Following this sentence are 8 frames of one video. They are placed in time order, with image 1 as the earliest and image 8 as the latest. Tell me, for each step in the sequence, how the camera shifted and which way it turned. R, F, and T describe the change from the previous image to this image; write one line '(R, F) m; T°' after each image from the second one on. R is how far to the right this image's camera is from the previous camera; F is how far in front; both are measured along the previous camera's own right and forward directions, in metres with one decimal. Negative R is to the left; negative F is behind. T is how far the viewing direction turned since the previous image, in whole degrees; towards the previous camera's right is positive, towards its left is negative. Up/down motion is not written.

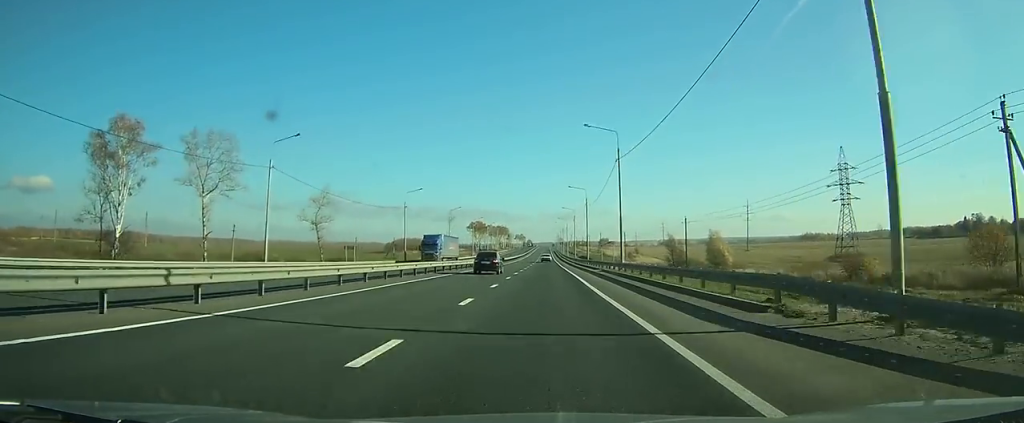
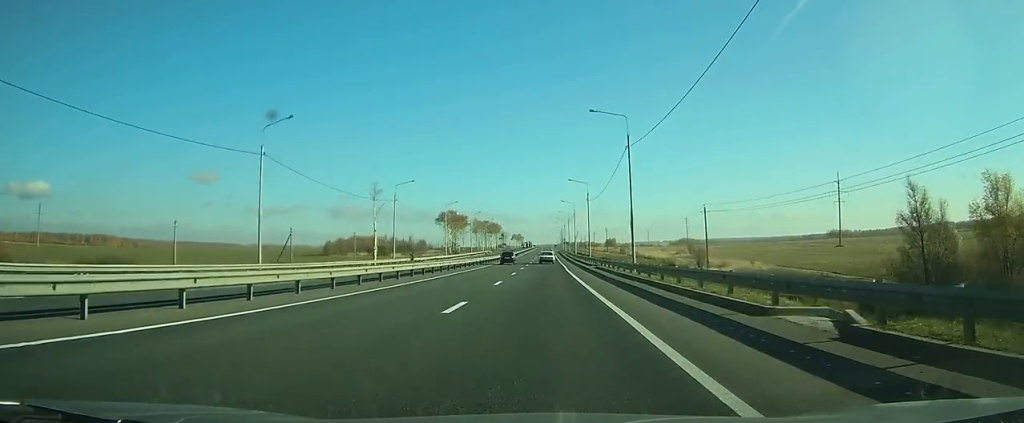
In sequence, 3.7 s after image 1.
(-0.1, +84.8) m; 0°
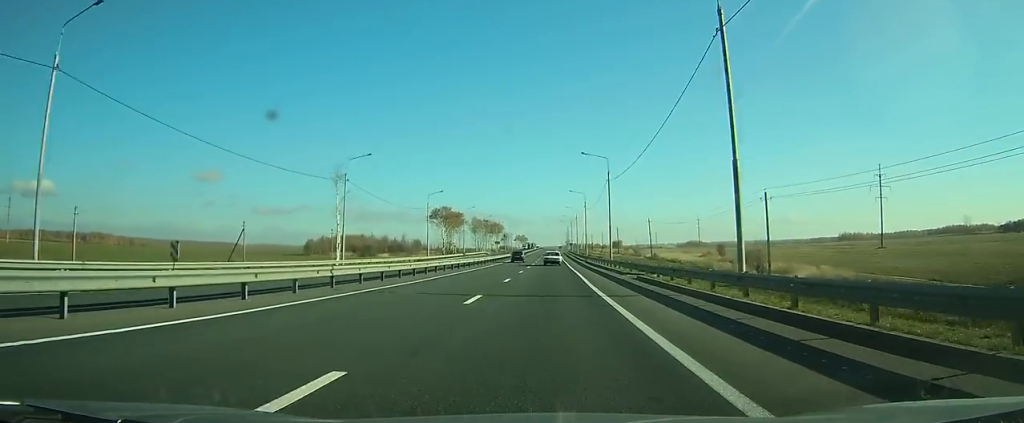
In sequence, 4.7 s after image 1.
(0.0, +20.4) m; 0°
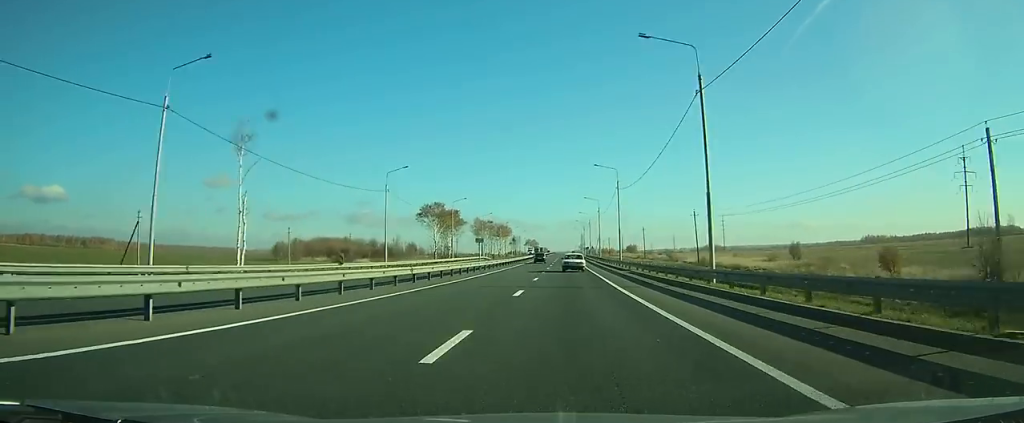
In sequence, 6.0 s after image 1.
(-0.2, +29.3) m; 0°
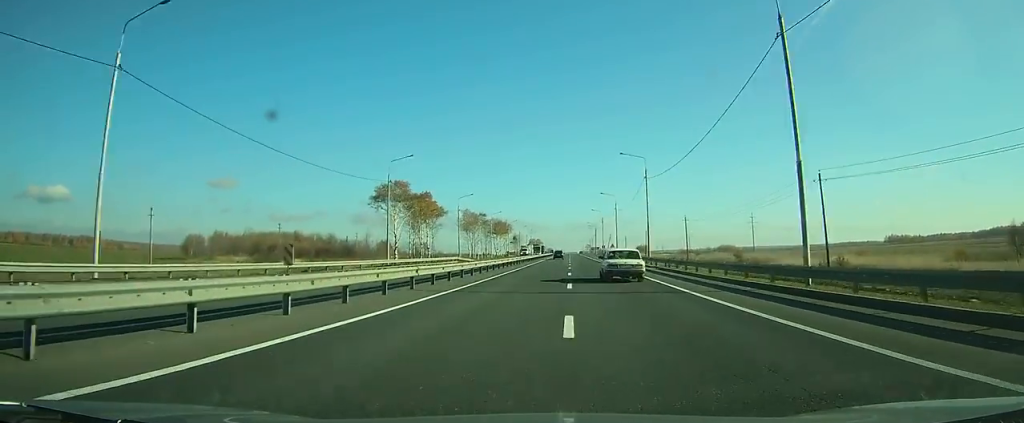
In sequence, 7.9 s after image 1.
(-0.2, +44.4) m; 0°
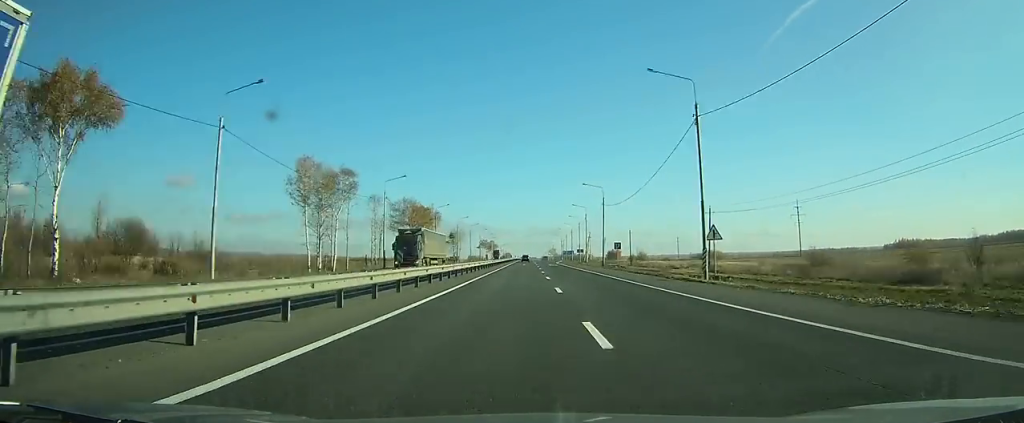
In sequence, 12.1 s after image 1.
(+2.4, +115.4) m; +3°
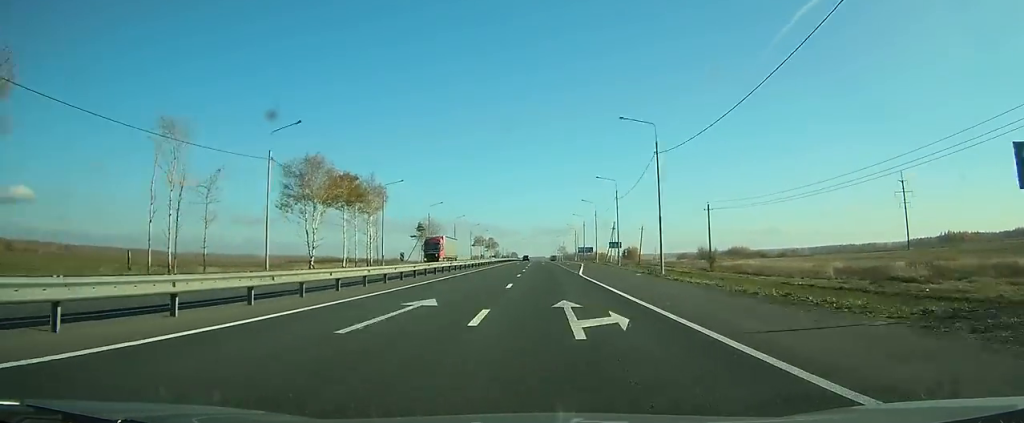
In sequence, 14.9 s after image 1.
(+0.5, +71.3) m; 0°
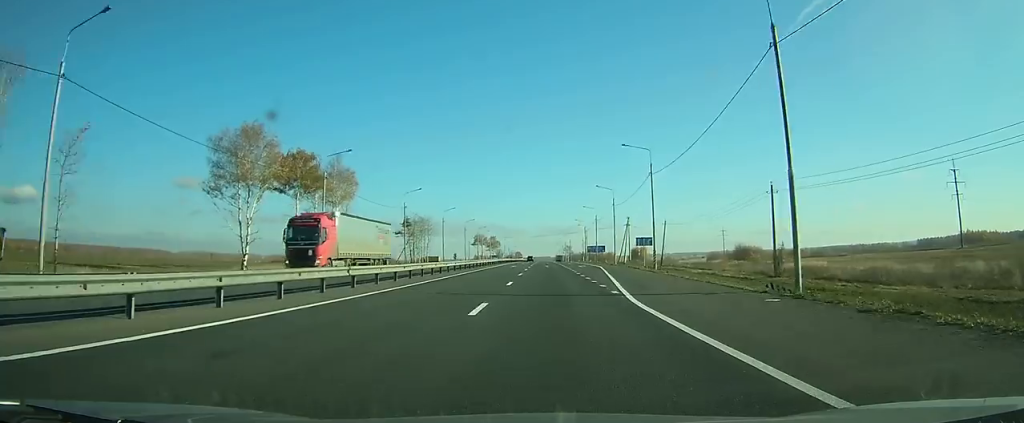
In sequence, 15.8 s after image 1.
(-0.2, +21.0) m; 0°
